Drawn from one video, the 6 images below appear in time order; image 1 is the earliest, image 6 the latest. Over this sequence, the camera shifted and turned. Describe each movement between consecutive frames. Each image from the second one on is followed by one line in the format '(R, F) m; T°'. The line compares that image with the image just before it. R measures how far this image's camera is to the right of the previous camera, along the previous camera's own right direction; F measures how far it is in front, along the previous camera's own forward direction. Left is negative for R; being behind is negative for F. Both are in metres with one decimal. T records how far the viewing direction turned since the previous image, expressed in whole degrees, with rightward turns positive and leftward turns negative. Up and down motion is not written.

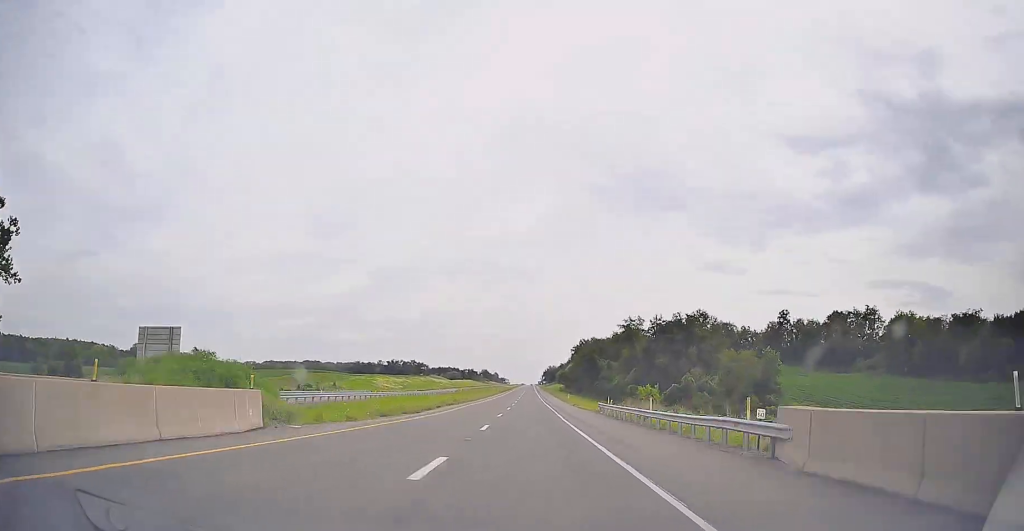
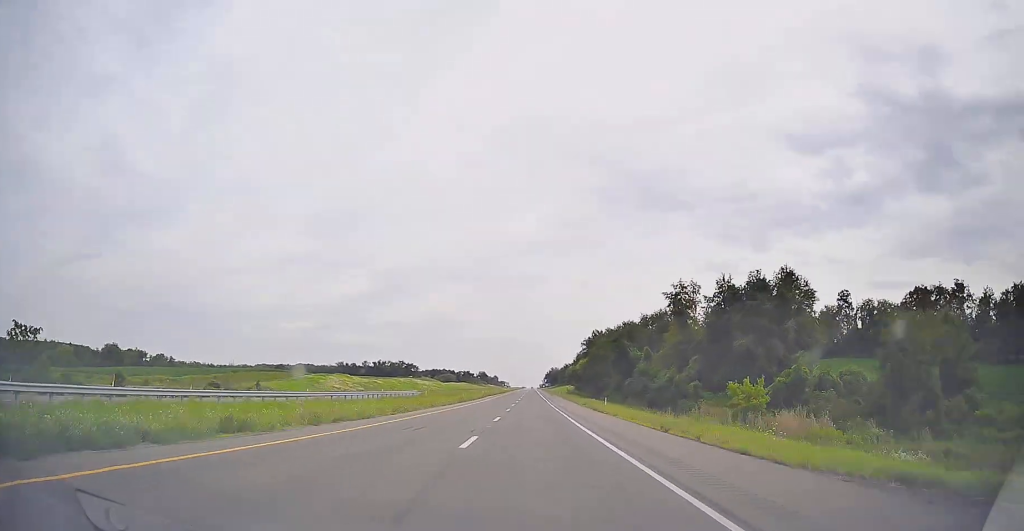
(-0.1, +43.3) m; 0°
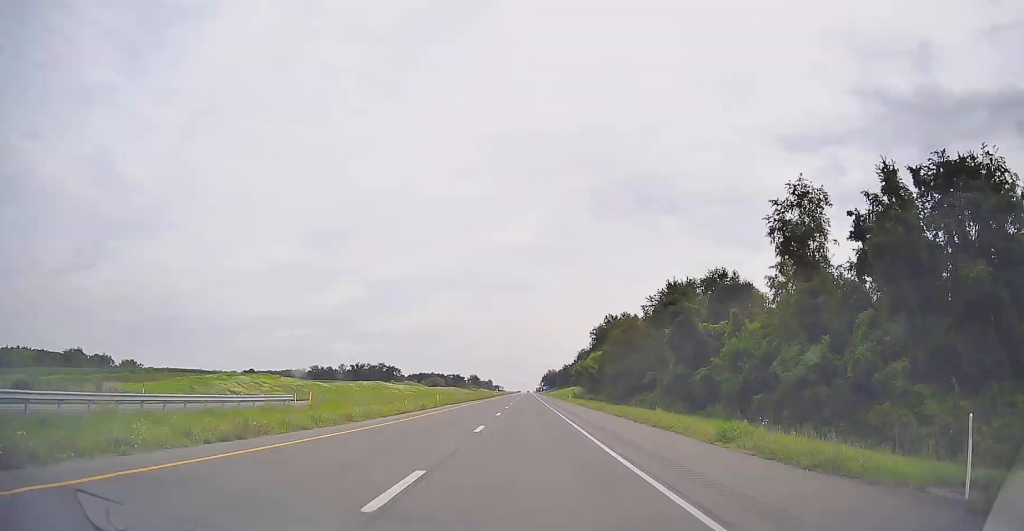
(-0.2, +43.2) m; 0°
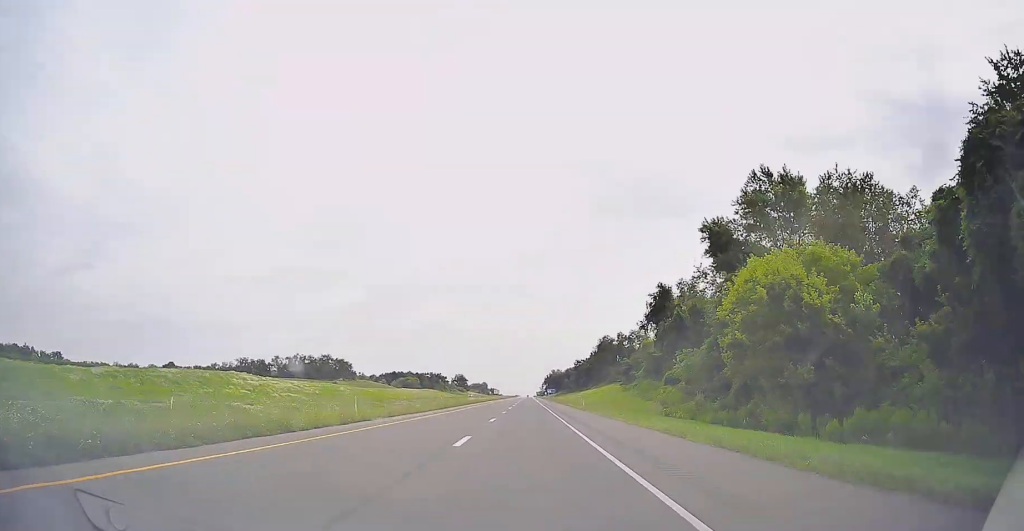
(+0.7, +101.8) m; 0°
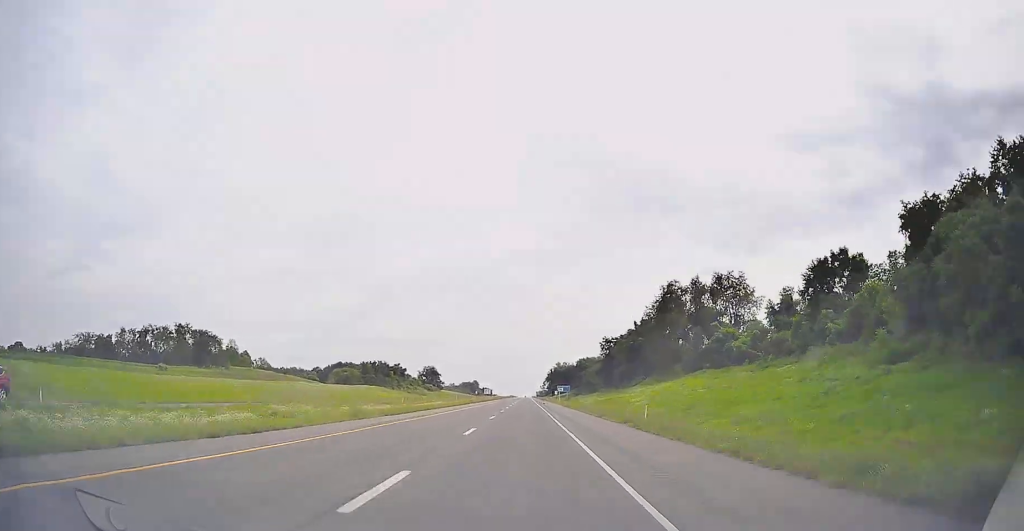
(+0.3, +116.9) m; 0°
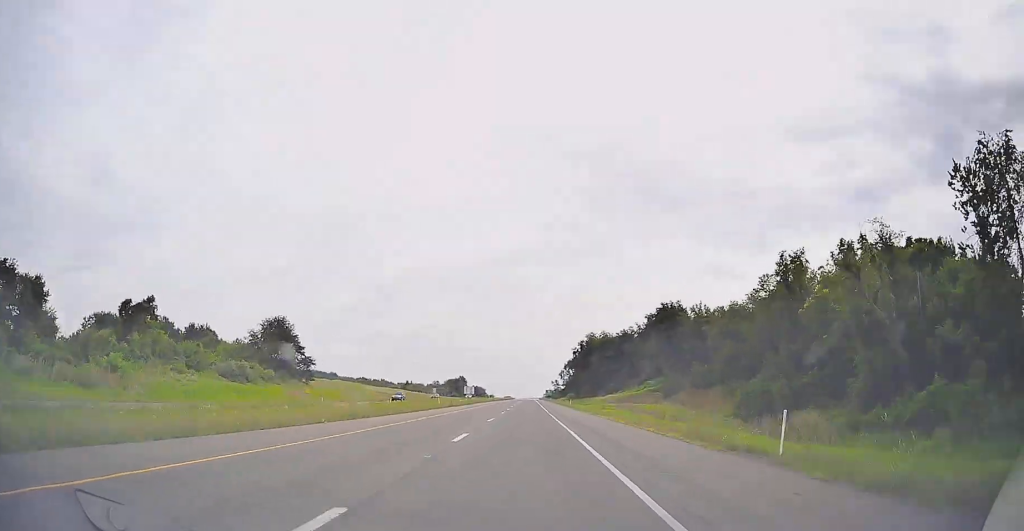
(-1.3, +183.7) m; -1°
